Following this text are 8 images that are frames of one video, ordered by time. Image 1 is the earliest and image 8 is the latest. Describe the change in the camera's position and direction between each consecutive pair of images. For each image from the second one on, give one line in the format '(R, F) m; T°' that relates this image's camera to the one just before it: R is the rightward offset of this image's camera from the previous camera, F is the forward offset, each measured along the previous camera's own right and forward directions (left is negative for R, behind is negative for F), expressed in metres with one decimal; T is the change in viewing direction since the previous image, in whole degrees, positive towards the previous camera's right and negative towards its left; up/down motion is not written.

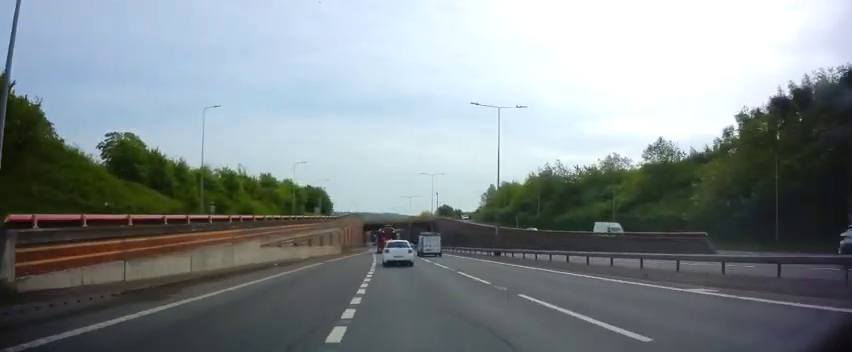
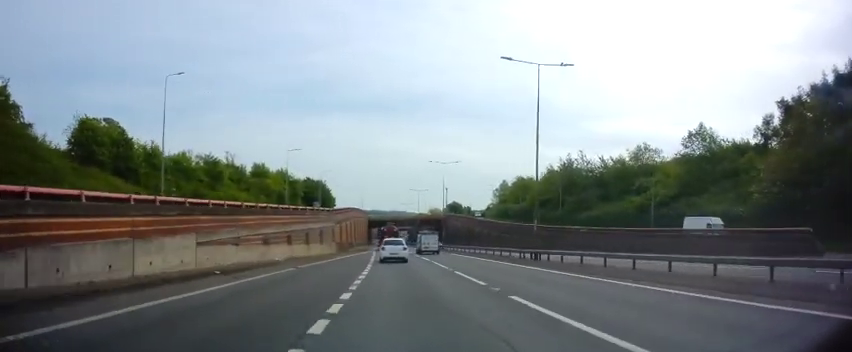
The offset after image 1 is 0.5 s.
(-0.2, +9.6) m; -1°
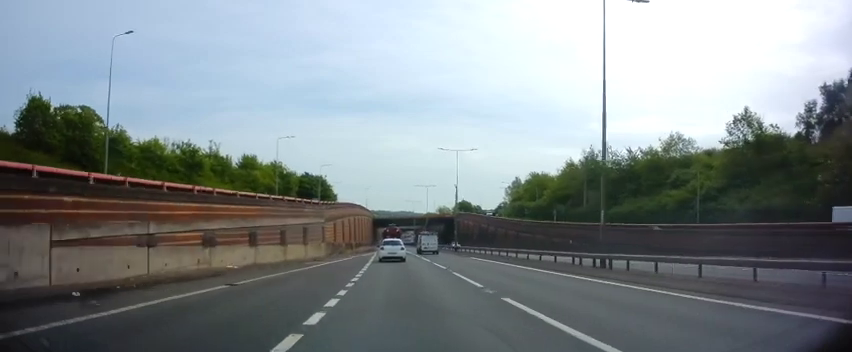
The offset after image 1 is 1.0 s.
(0.0, +9.2) m; 0°
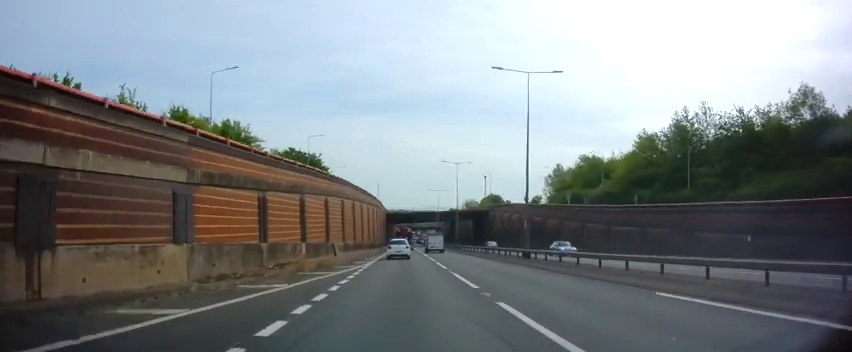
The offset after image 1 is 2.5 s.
(0.0, +26.9) m; -2°
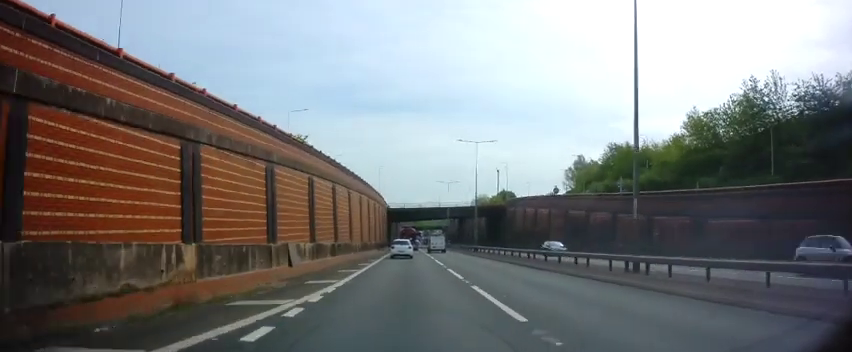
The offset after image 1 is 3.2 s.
(-0.4, +14.3) m; -2°
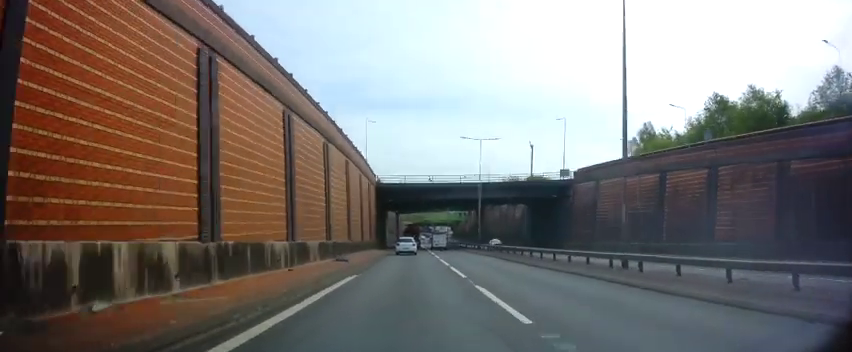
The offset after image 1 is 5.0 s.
(-0.4, +36.3) m; 0°
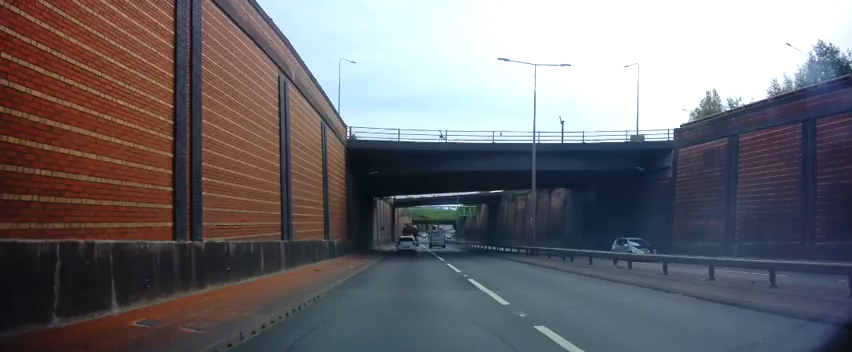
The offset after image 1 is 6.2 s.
(+0.2, +23.3) m; 0°
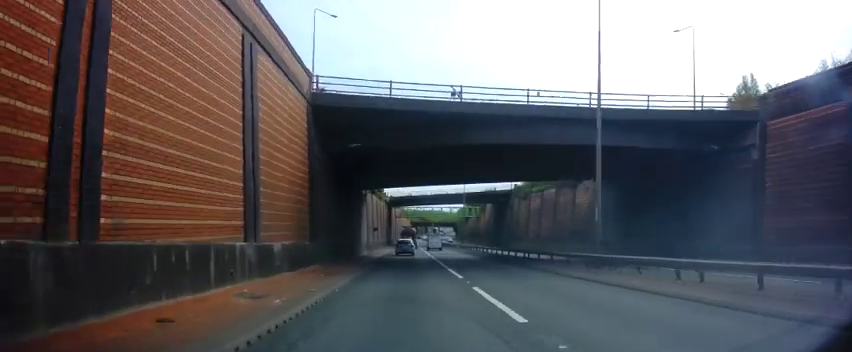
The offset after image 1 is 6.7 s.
(0.0, +10.5) m; -1°
